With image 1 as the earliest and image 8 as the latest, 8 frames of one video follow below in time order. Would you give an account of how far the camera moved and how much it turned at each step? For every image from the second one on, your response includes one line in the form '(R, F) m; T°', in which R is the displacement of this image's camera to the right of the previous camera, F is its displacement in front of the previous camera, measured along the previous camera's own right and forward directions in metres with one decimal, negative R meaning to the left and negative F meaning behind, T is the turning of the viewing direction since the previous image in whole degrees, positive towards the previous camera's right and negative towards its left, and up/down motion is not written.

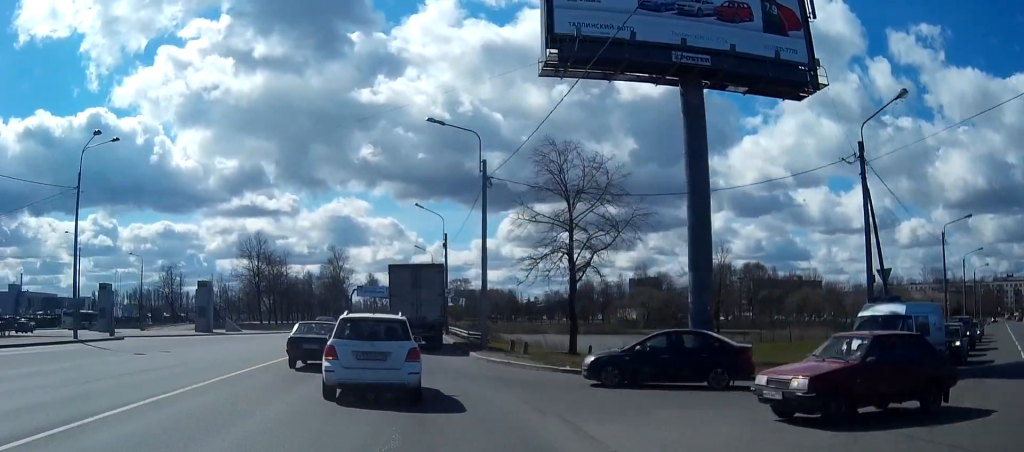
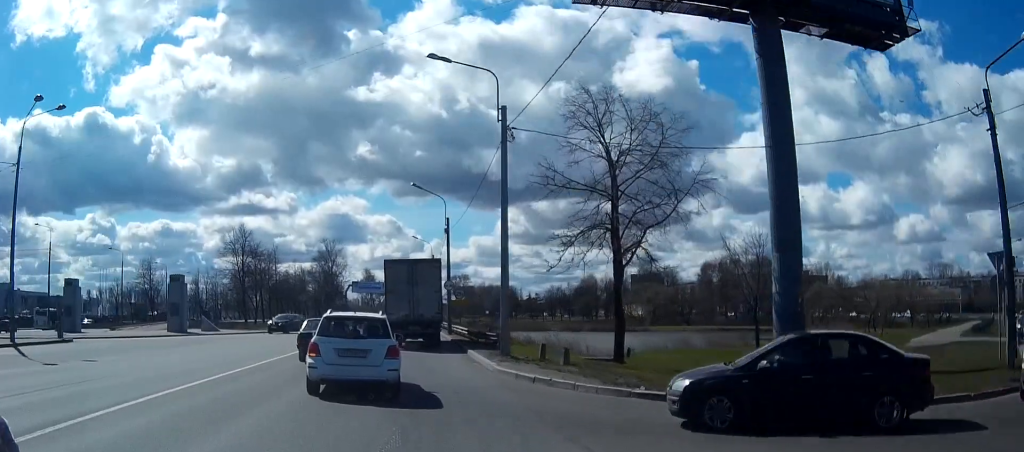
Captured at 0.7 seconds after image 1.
(0.0, +8.1) m; 0°
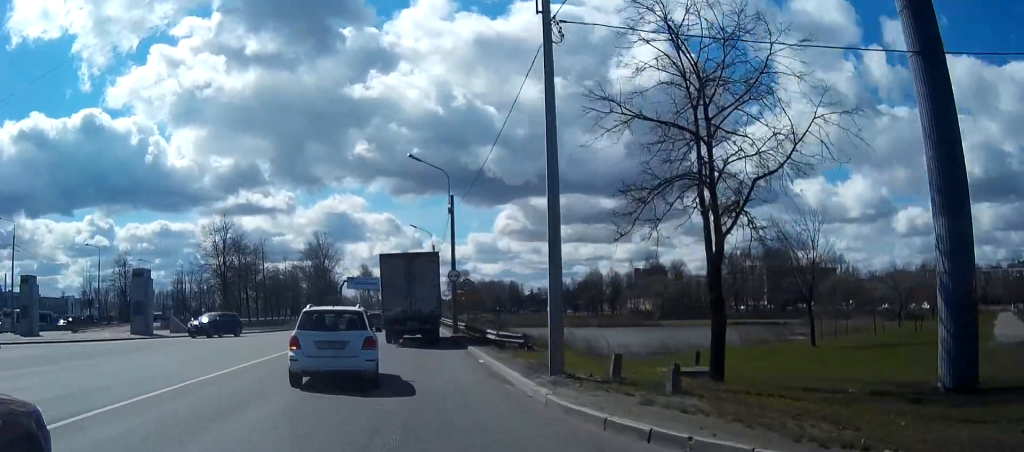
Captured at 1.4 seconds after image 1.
(0.0, +8.9) m; 0°
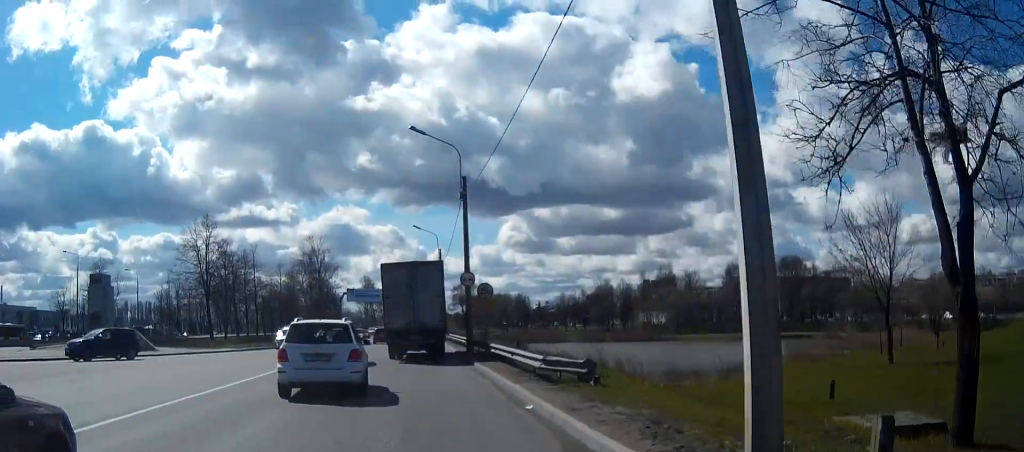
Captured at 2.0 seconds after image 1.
(0.0, +8.7) m; 0°
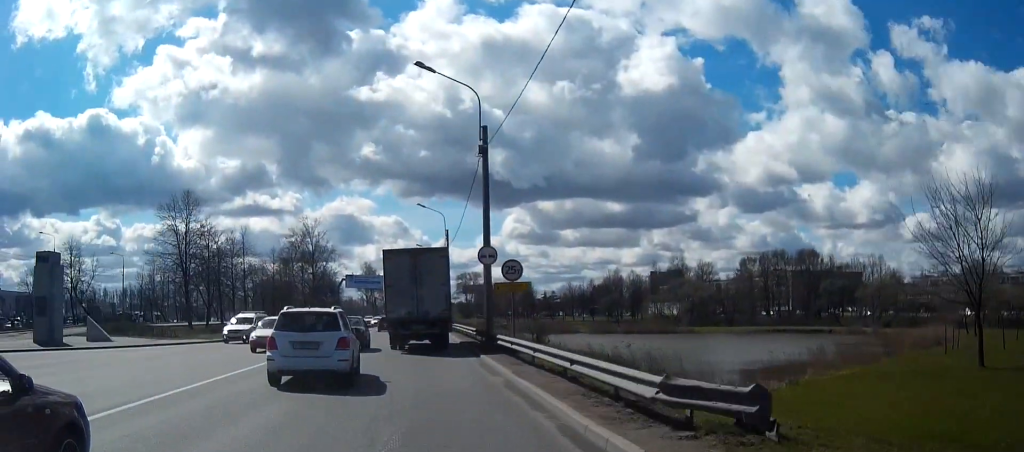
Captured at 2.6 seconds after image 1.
(0.0, +8.0) m; 0°
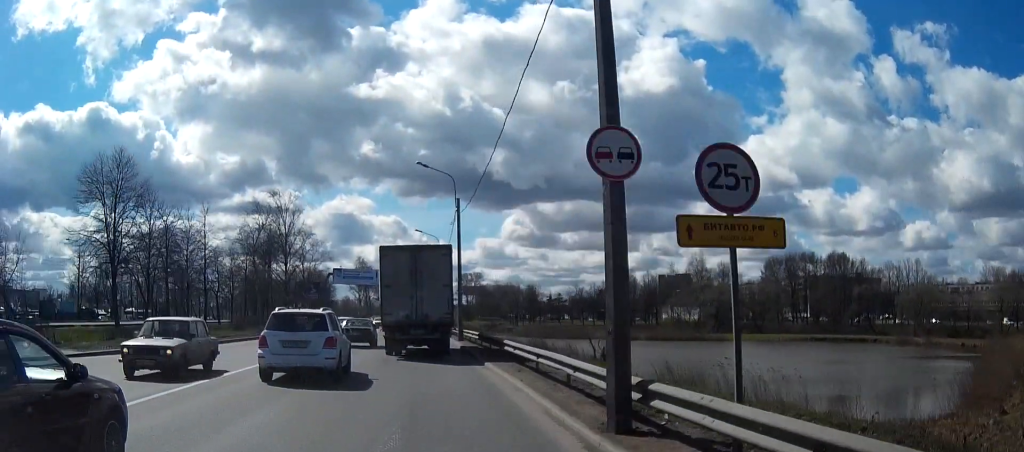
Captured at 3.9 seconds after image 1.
(-0.2, +16.8) m; -1°
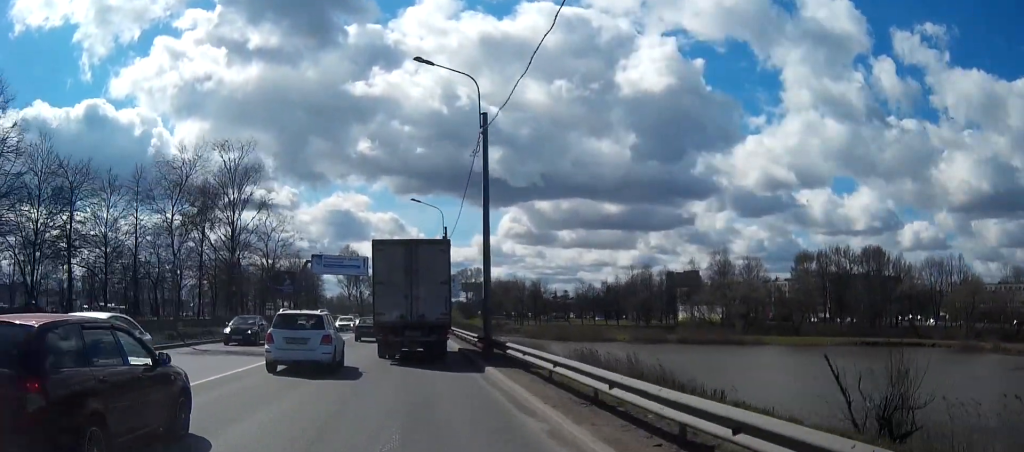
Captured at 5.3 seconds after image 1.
(0.0, +19.0) m; -1°
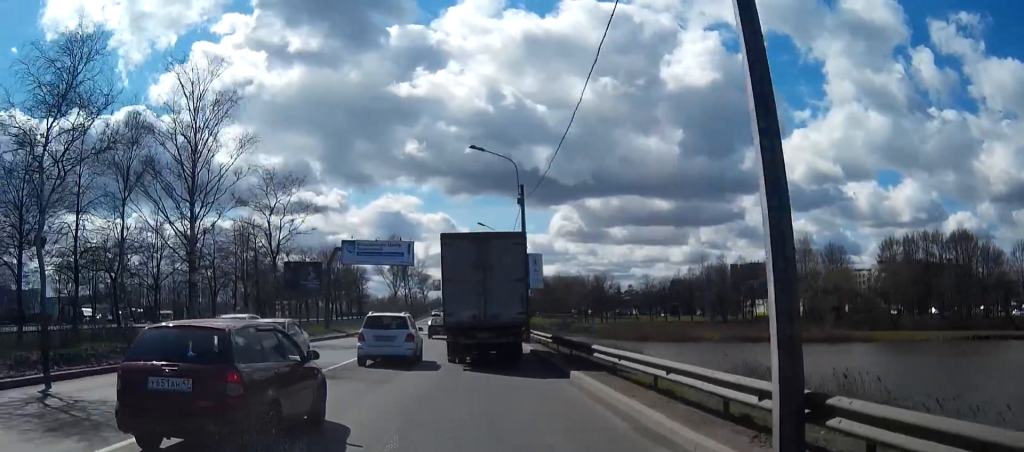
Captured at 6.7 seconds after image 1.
(-0.4, +18.2) m; -2°
